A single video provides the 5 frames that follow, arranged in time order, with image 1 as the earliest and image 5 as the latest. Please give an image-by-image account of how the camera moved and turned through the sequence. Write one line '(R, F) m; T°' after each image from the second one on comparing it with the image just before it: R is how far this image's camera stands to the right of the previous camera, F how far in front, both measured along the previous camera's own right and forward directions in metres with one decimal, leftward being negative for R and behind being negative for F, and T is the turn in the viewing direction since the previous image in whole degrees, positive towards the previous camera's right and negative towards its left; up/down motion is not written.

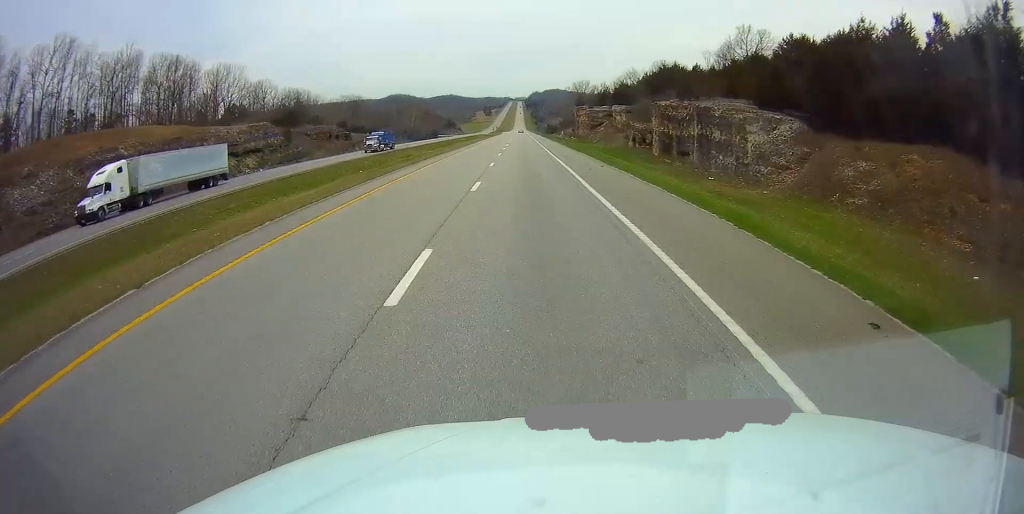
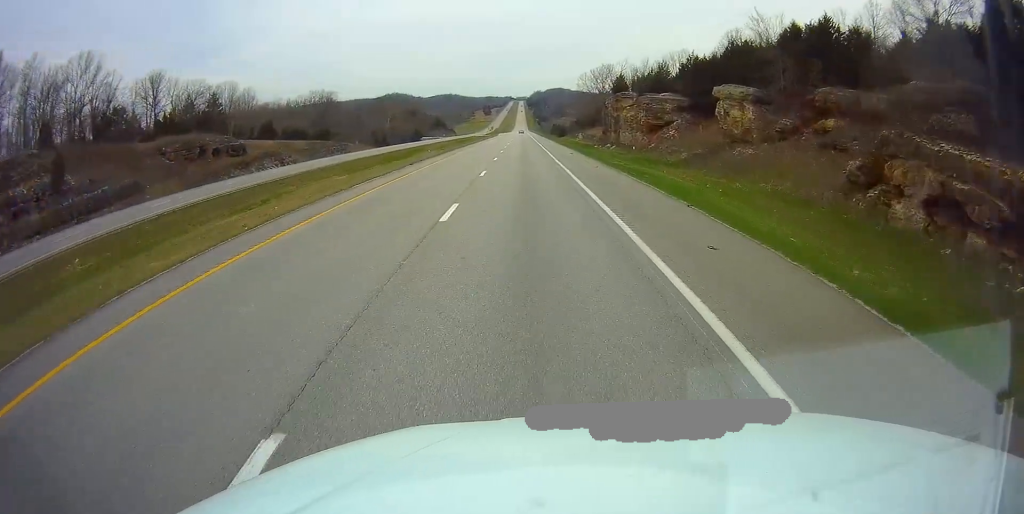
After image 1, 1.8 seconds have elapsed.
(0.0, +55.1) m; 0°
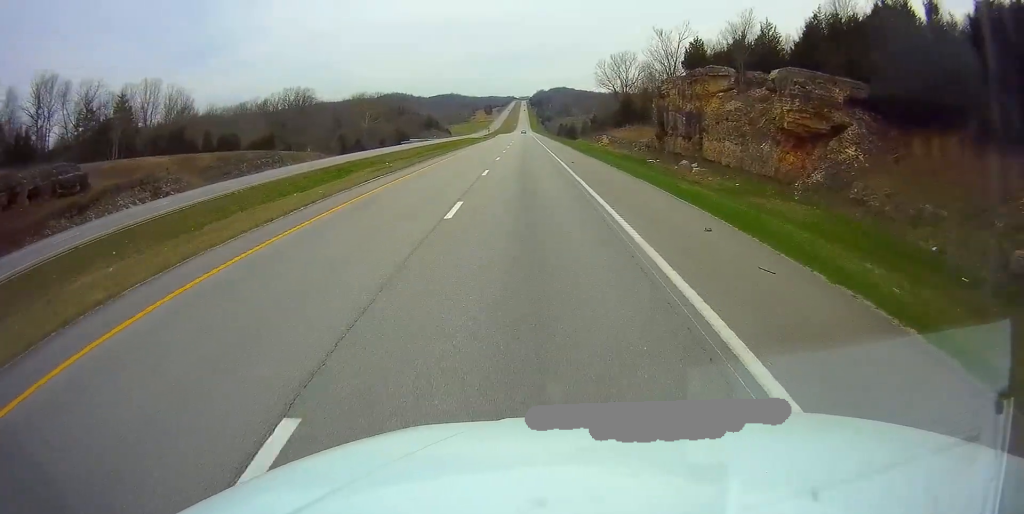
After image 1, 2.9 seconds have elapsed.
(-0.1, +36.3) m; 0°
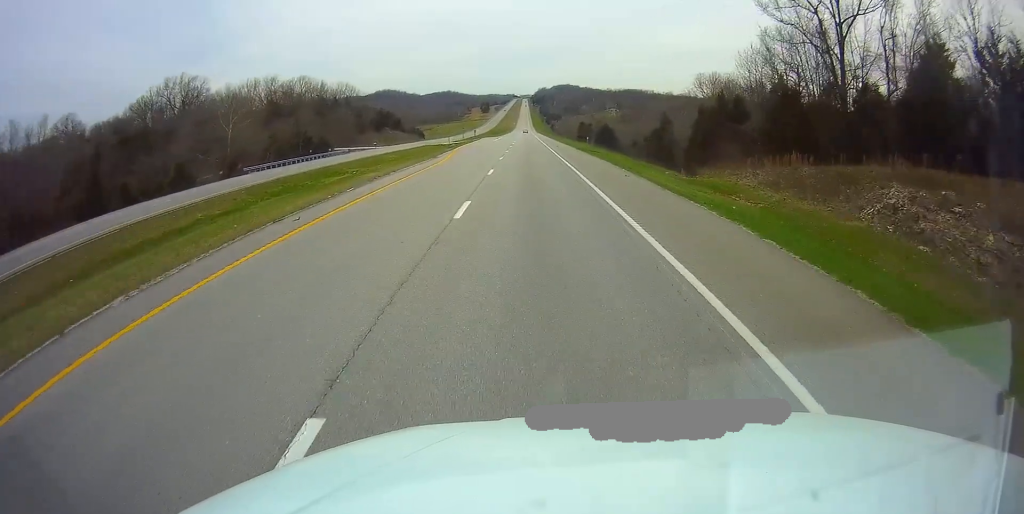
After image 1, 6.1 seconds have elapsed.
(-0.6, +98.0) m; 0°
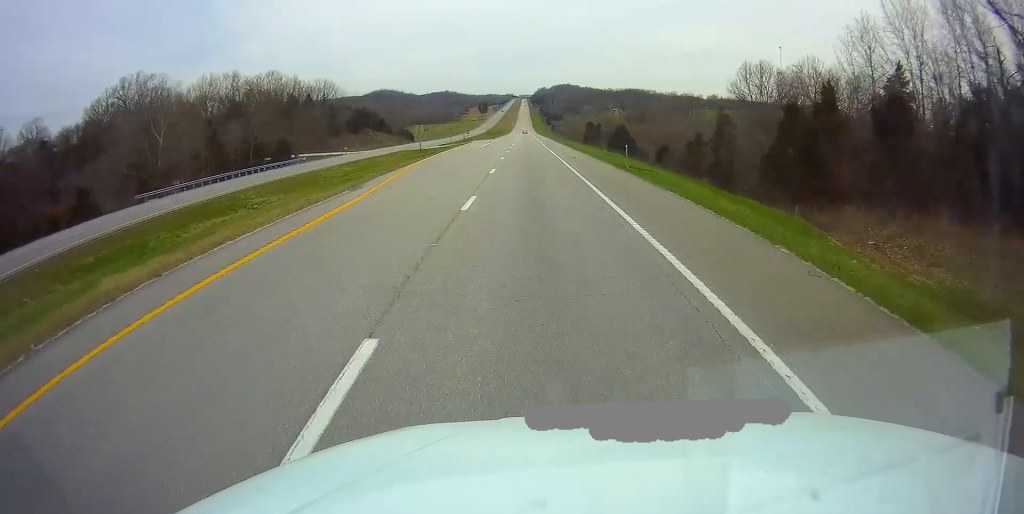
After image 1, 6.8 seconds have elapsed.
(-0.1, +22.9) m; 0°
